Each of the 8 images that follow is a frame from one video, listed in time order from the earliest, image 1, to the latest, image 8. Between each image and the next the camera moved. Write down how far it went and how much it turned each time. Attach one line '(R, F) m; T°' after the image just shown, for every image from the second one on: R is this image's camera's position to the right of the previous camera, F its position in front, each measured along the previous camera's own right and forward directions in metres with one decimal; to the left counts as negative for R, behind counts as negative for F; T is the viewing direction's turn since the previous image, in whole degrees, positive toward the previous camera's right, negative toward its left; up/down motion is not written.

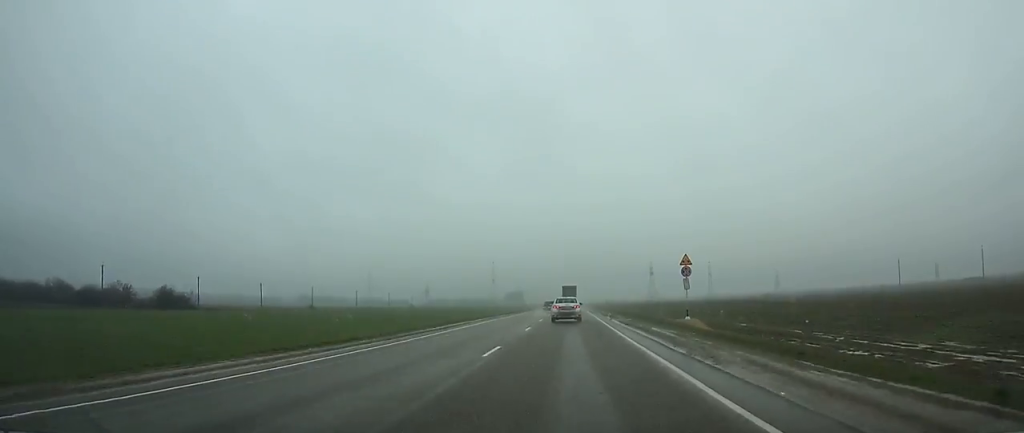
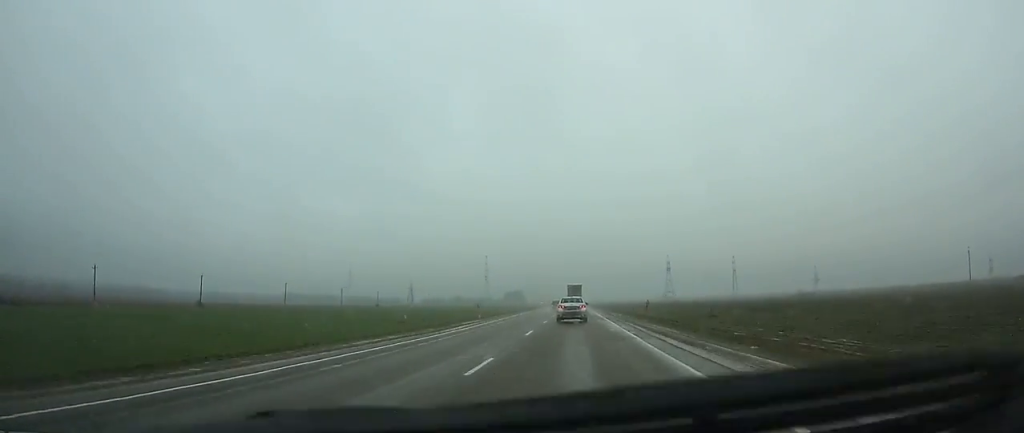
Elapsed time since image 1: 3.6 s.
(-0.1, +75.2) m; 0°
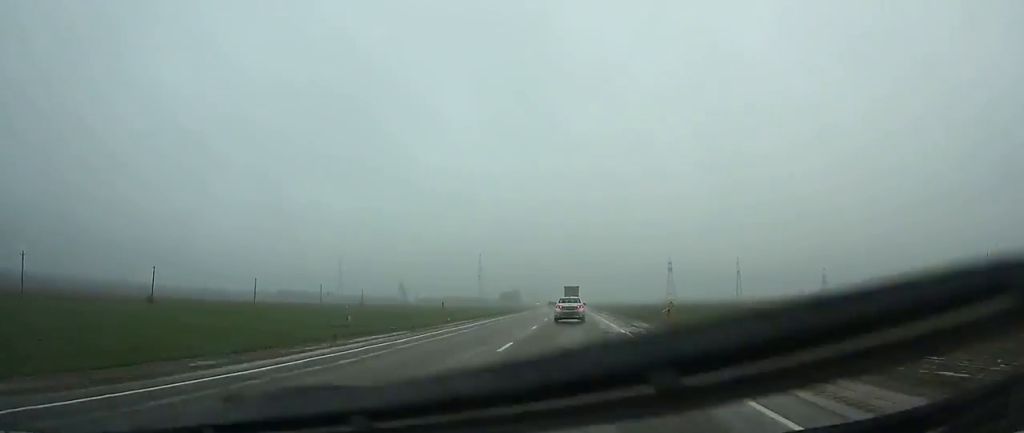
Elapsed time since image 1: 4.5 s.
(0.0, +19.4) m; 0°
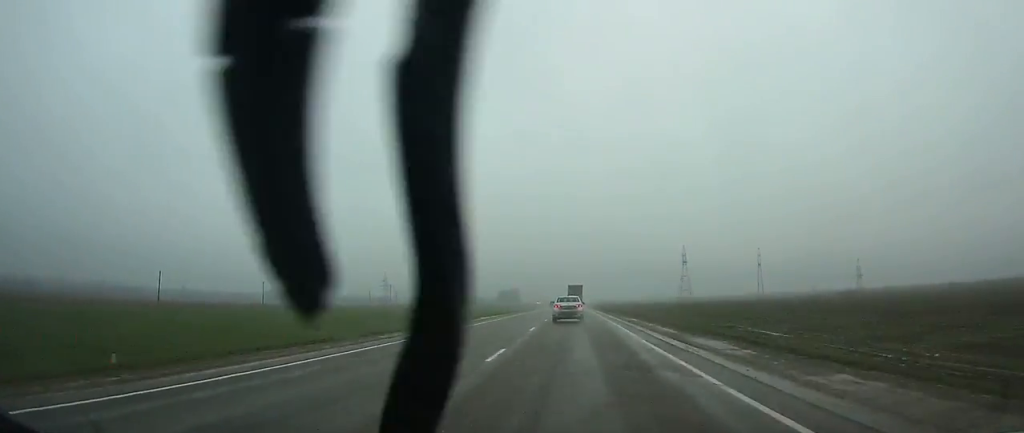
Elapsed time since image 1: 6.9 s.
(+0.1, +49.7) m; 0°
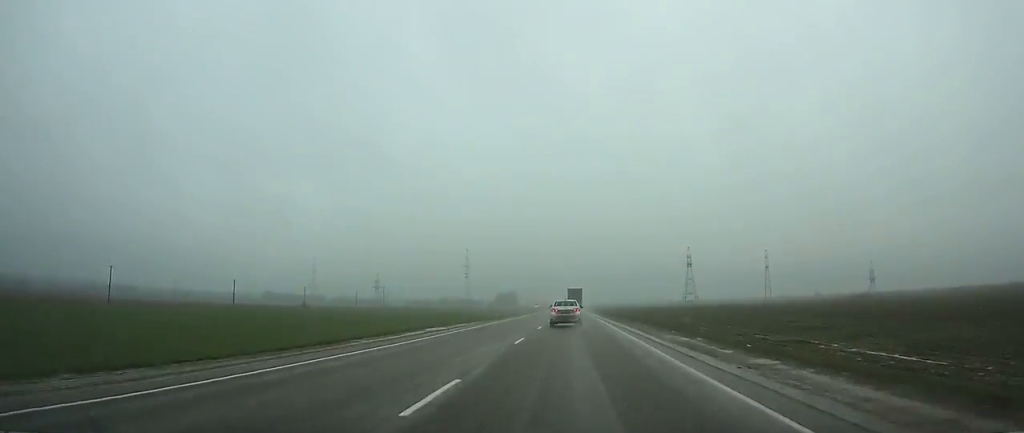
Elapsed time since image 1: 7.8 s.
(0.0, +17.8) m; 0°
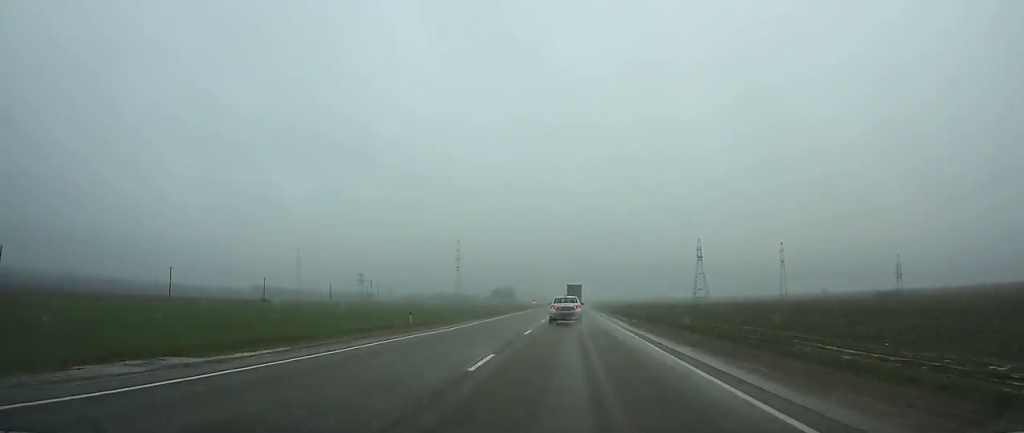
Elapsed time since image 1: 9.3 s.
(0.0, +31.5) m; 0°
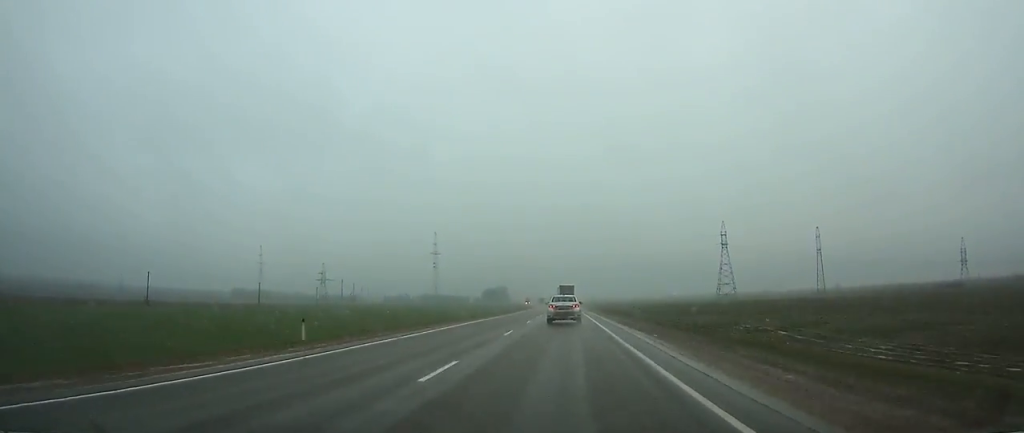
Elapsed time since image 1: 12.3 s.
(+0.2, +61.2) m; 0°
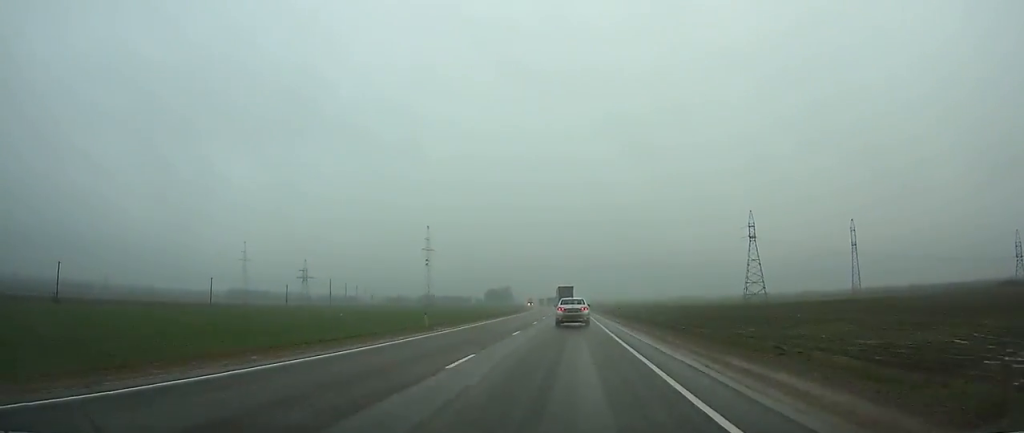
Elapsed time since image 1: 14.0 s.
(-0.2, +34.0) m; 0°
